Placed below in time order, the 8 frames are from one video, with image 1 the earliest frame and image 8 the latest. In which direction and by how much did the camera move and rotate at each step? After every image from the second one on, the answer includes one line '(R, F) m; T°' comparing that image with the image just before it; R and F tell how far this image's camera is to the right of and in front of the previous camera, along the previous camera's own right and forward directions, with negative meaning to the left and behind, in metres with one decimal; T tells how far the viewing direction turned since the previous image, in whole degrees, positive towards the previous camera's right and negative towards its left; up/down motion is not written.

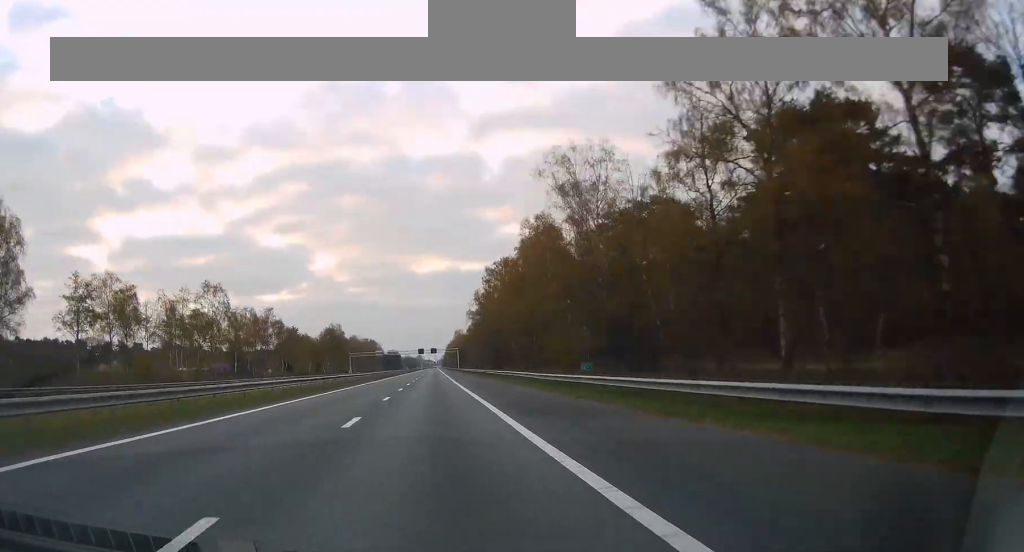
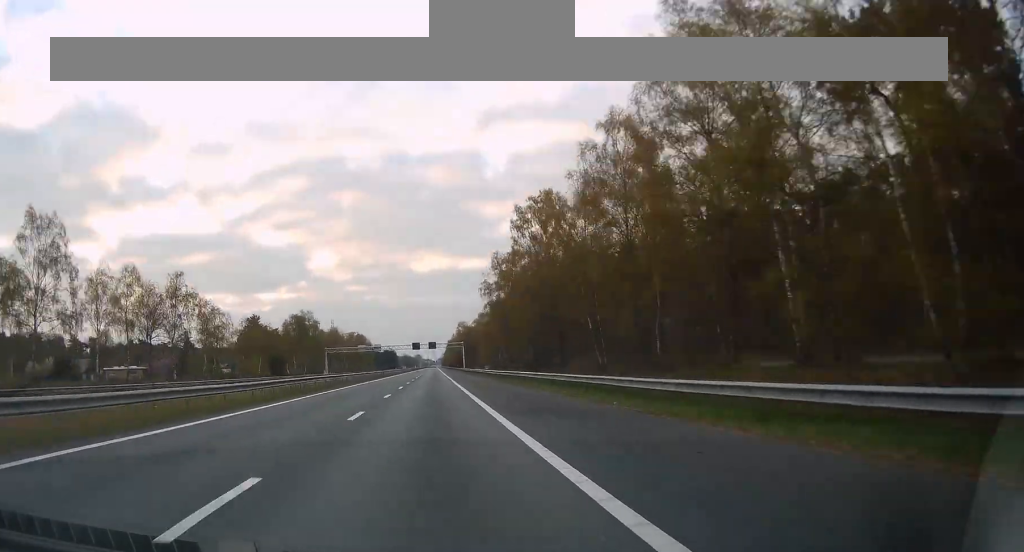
(+0.2, +49.6) m; 0°
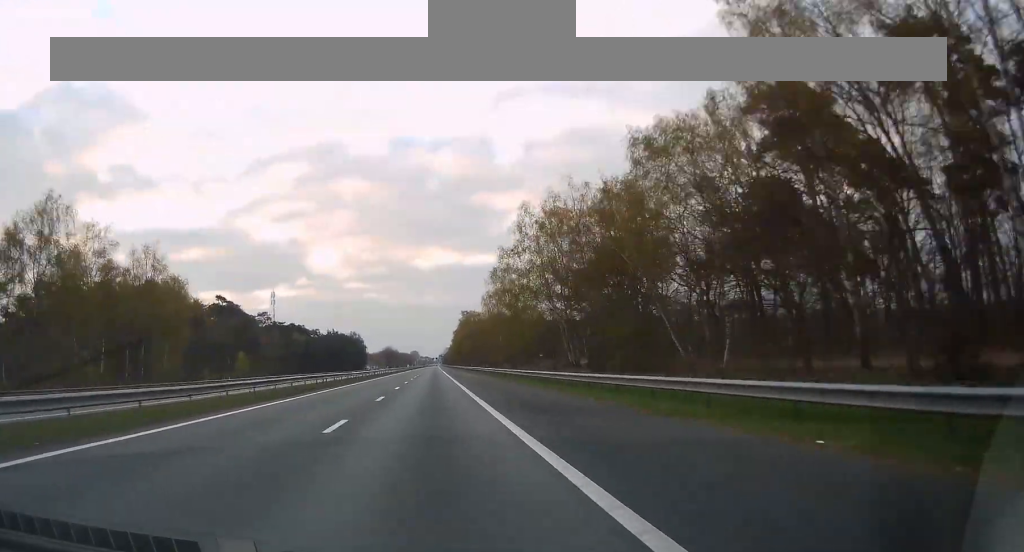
(-0.1, +228.8) m; 0°
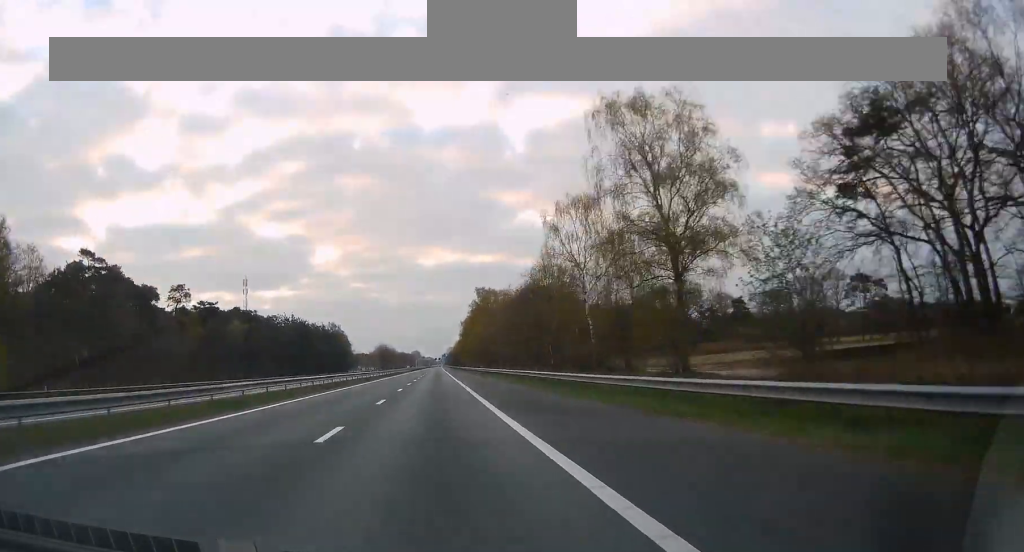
(0.0, +62.6) m; 0°
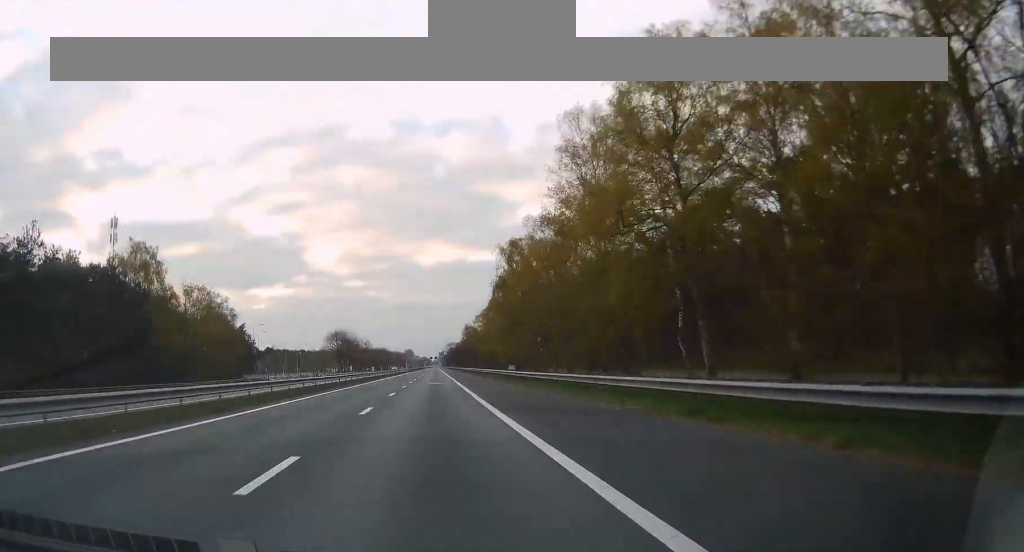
(-0.1, +138.8) m; 0°
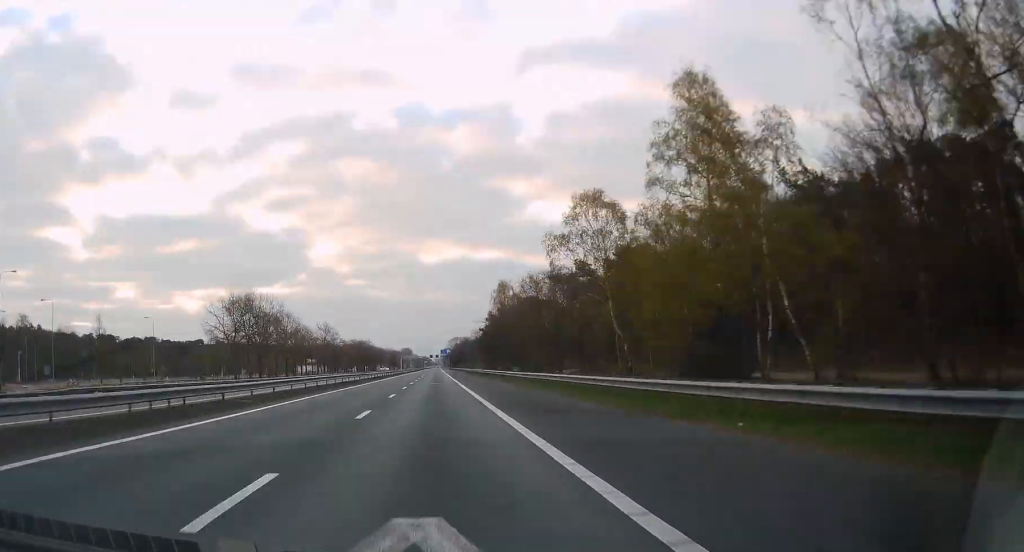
(0.0, +100.1) m; 0°
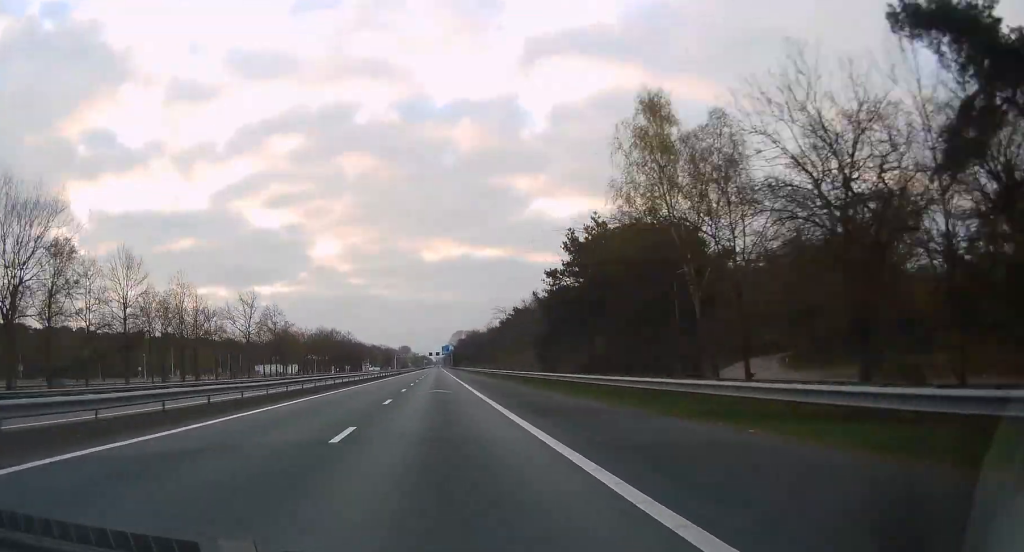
(+0.4, +66.6) m; 0°
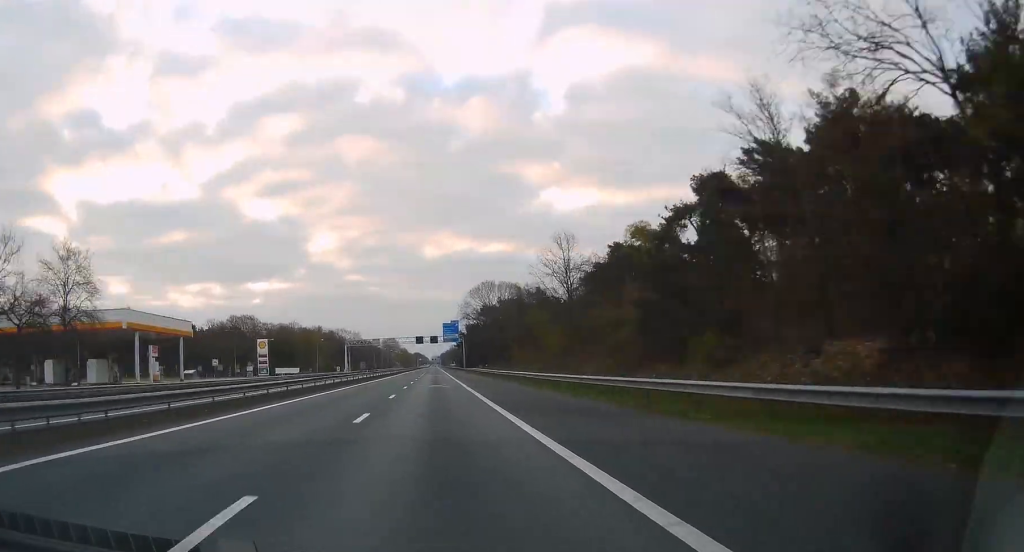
(-0.1, +189.9) m; 0°
